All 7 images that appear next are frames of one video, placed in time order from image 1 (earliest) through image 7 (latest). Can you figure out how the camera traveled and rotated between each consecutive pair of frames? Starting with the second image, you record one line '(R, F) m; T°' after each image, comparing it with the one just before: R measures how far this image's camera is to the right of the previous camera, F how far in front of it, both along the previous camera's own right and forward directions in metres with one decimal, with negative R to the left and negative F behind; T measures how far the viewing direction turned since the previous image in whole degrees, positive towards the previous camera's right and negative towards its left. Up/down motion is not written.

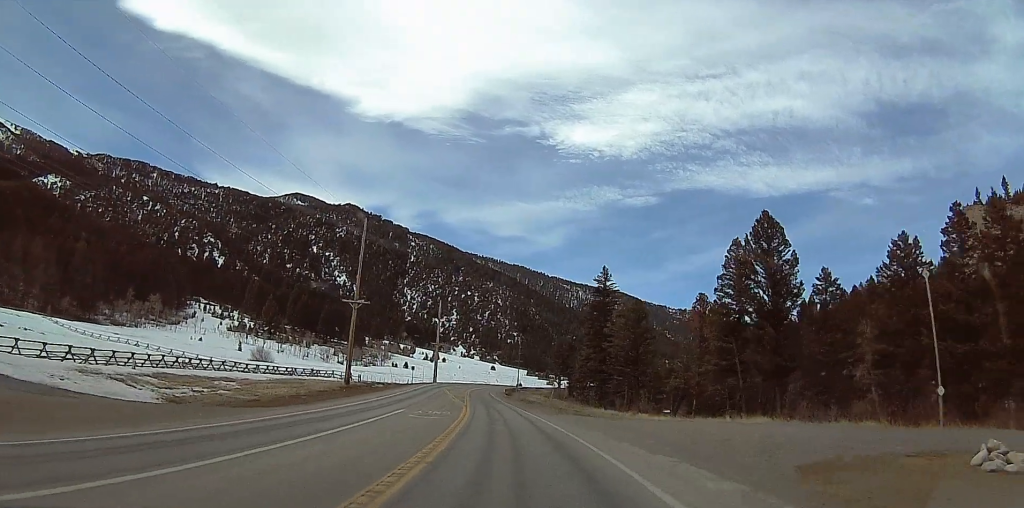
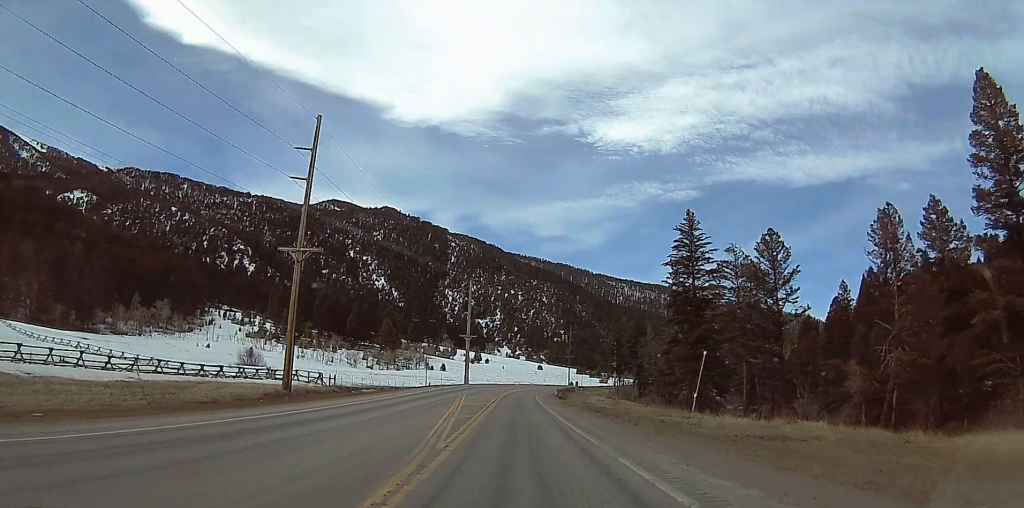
(-2.3, +35.8) m; -6°
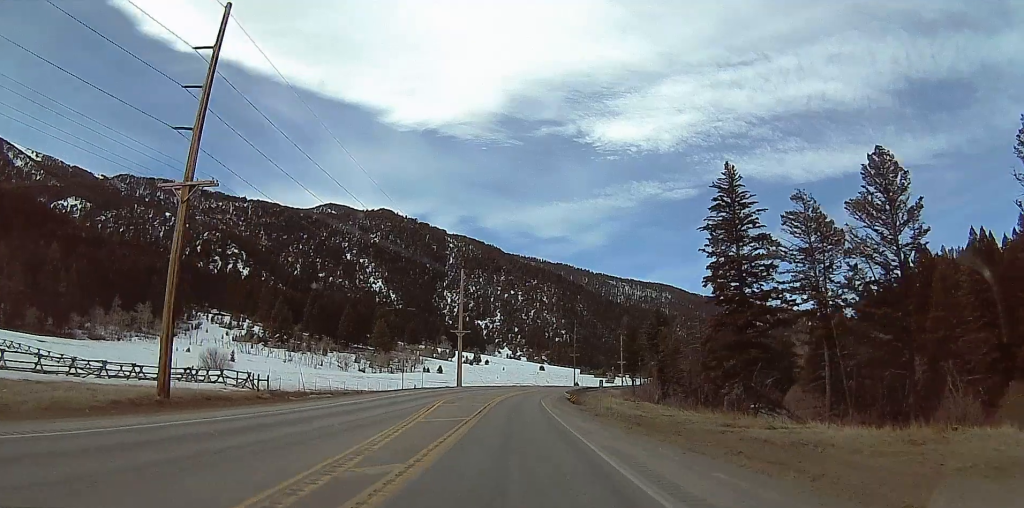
(-0.6, +18.3) m; -1°
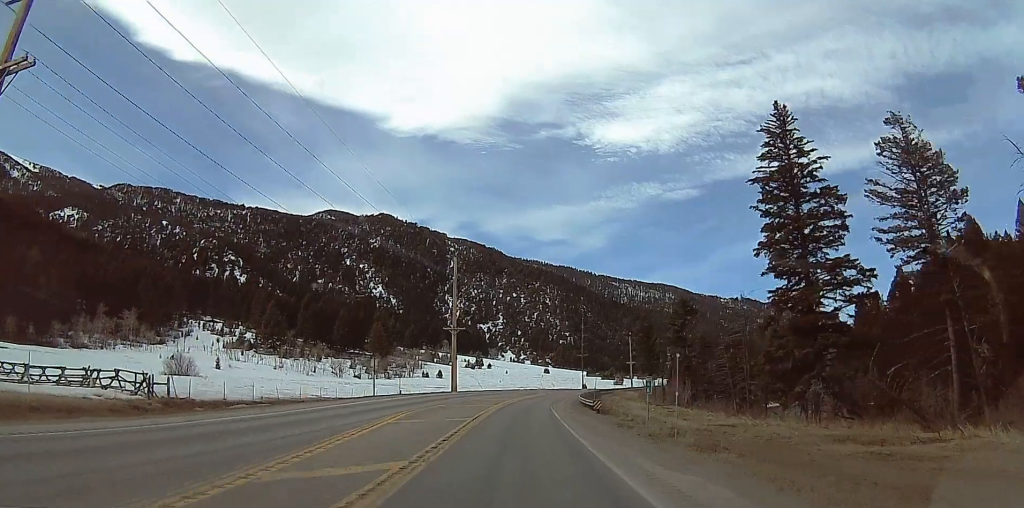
(+0.3, +15.3) m; +1°
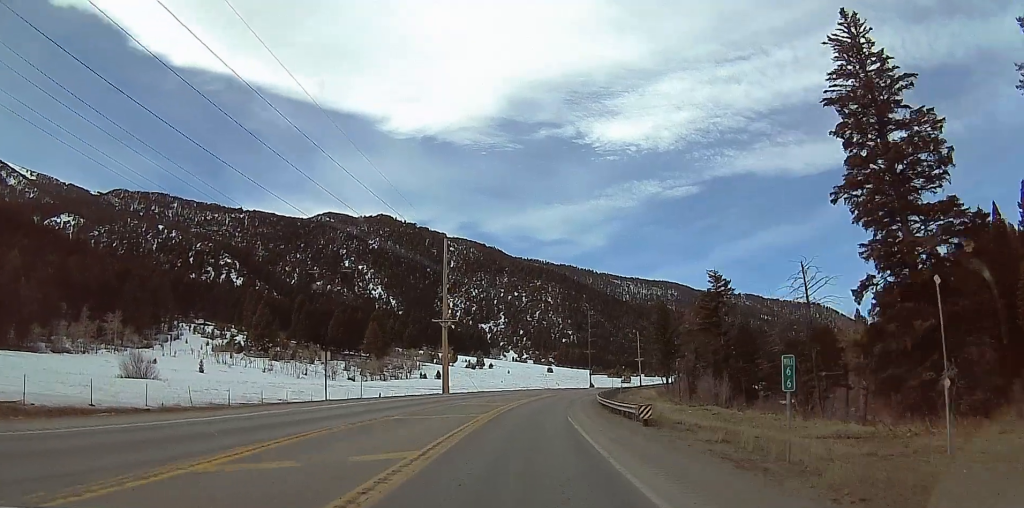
(+0.1, +14.6) m; 0°
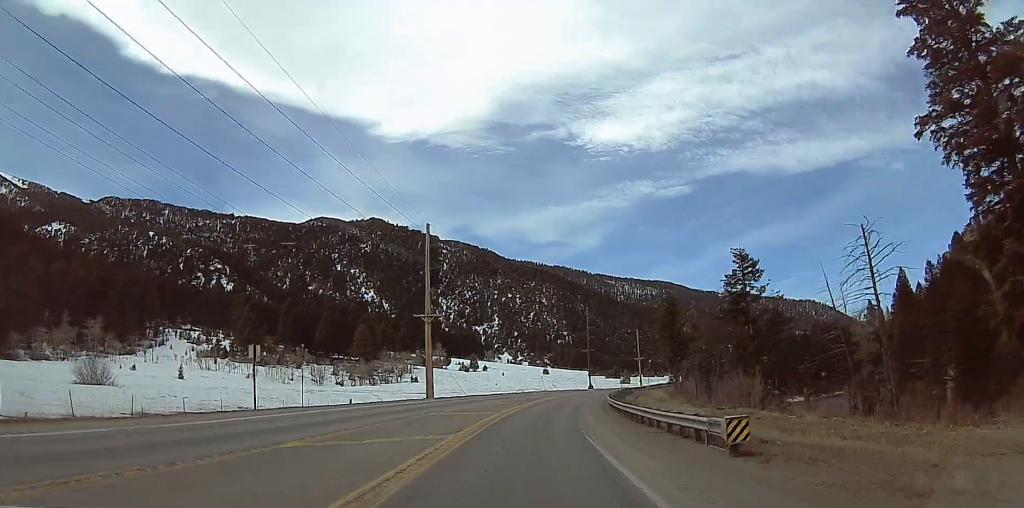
(0.0, +10.9) m; 0°
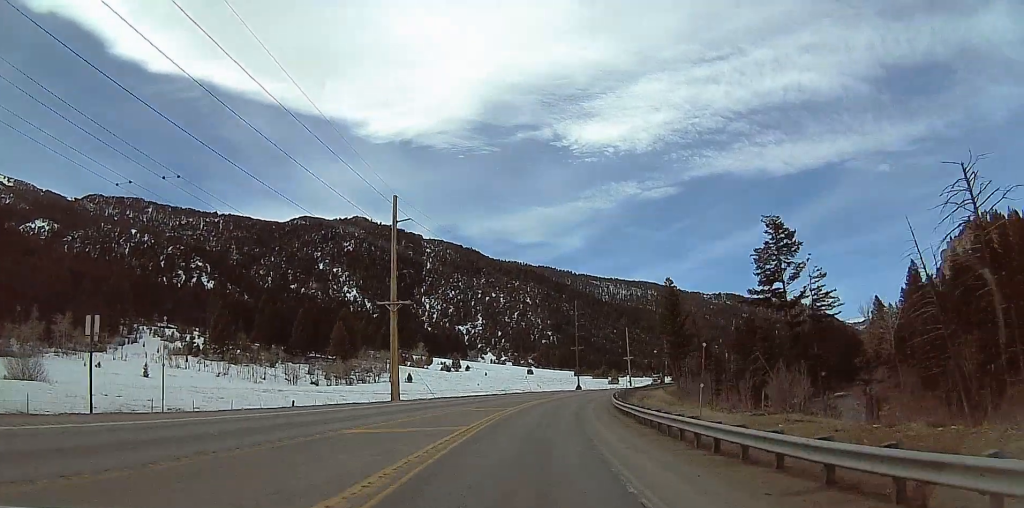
(0.0, +12.3) m; 0°
